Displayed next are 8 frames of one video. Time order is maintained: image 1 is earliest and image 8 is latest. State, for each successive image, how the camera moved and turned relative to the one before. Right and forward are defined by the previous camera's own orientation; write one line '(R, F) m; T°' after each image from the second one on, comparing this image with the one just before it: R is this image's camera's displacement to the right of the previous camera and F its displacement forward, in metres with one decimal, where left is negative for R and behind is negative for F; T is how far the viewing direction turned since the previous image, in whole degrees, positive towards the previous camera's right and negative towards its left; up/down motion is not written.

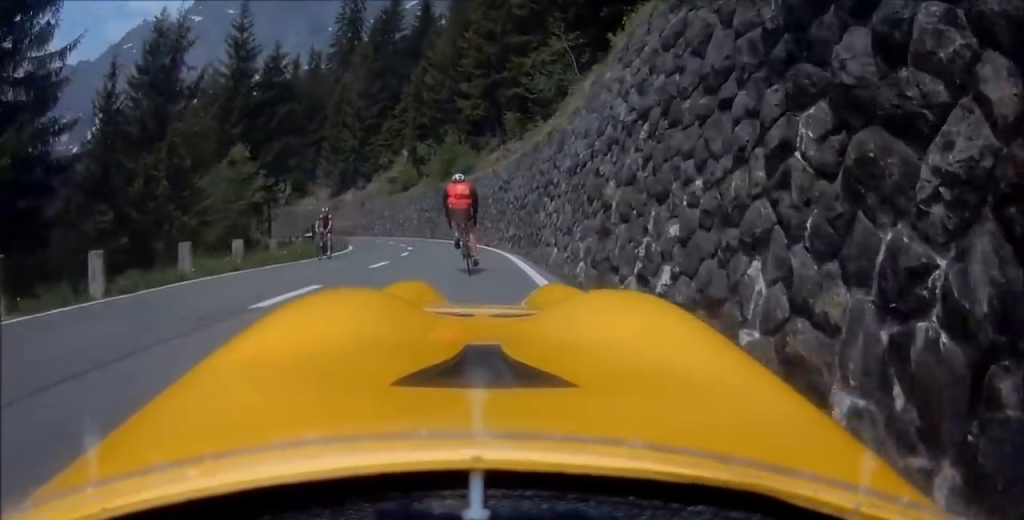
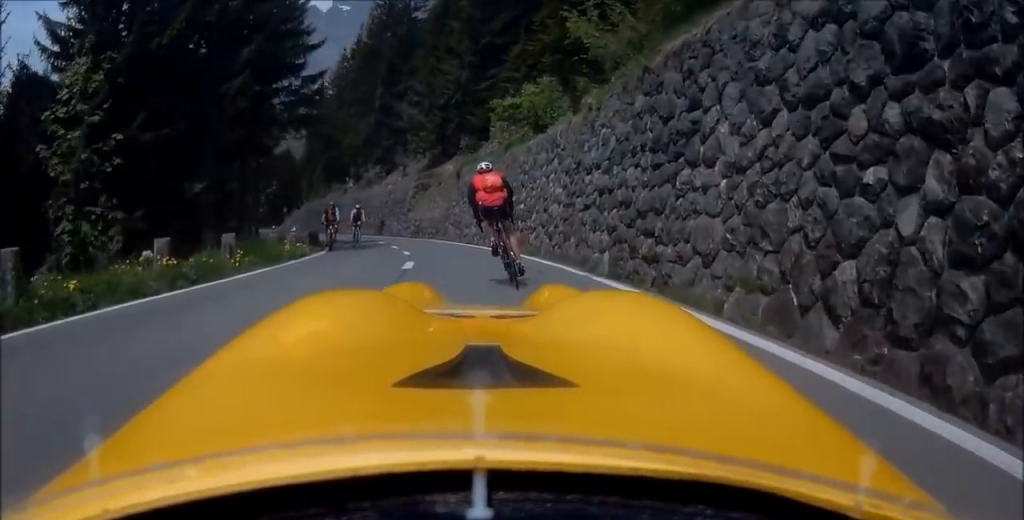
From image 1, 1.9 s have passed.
(-1.4, +32.3) m; -11°
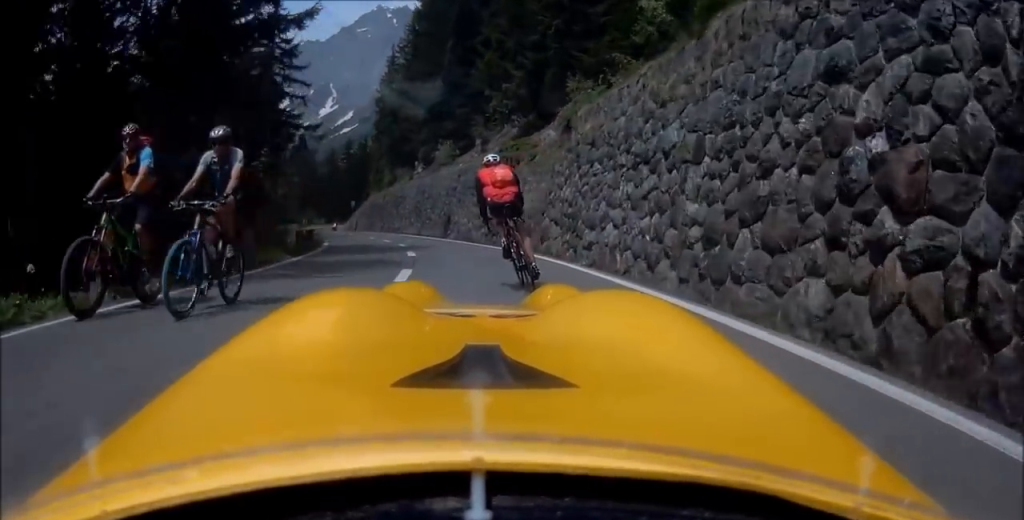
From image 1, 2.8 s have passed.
(-1.4, +15.2) m; -11°
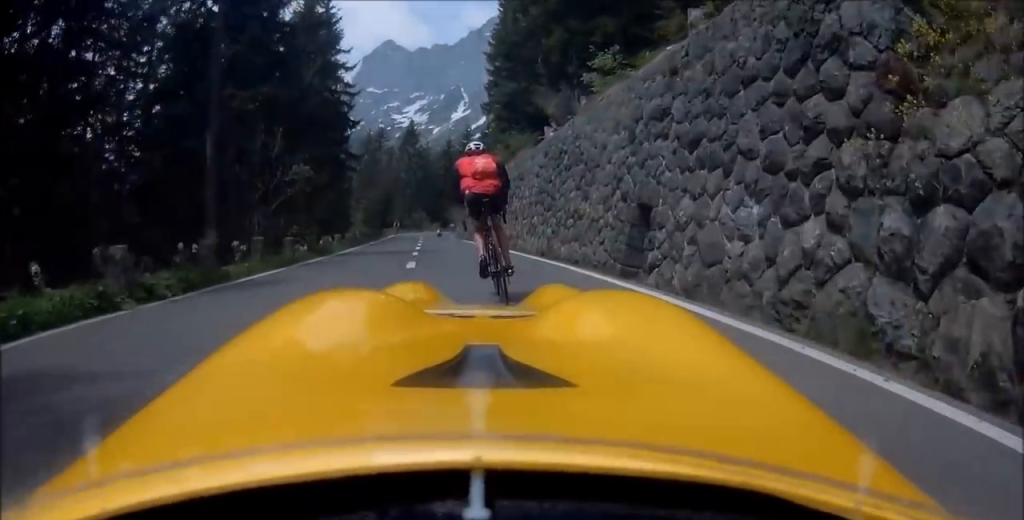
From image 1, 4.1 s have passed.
(-3.2, +22.4) m; -11°
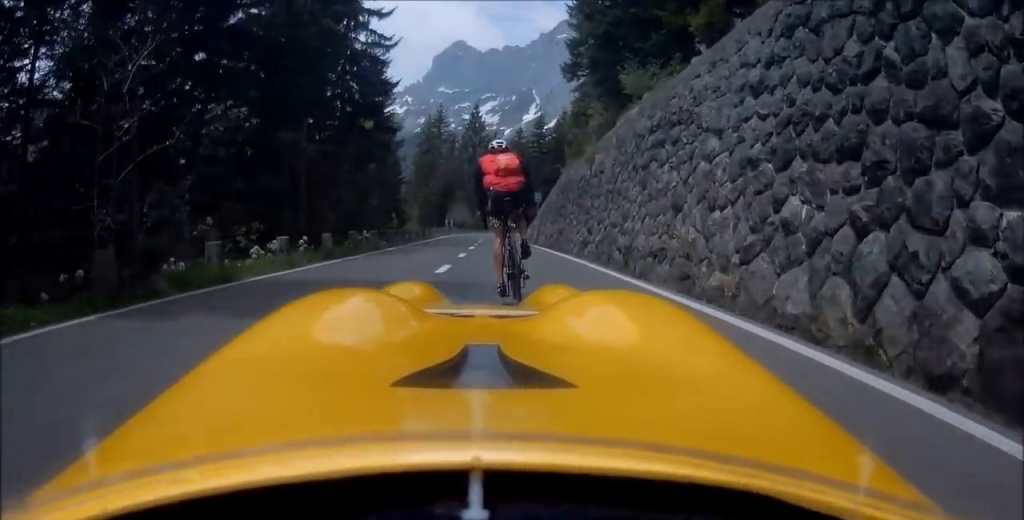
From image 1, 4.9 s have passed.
(-0.2, +14.7) m; +2°
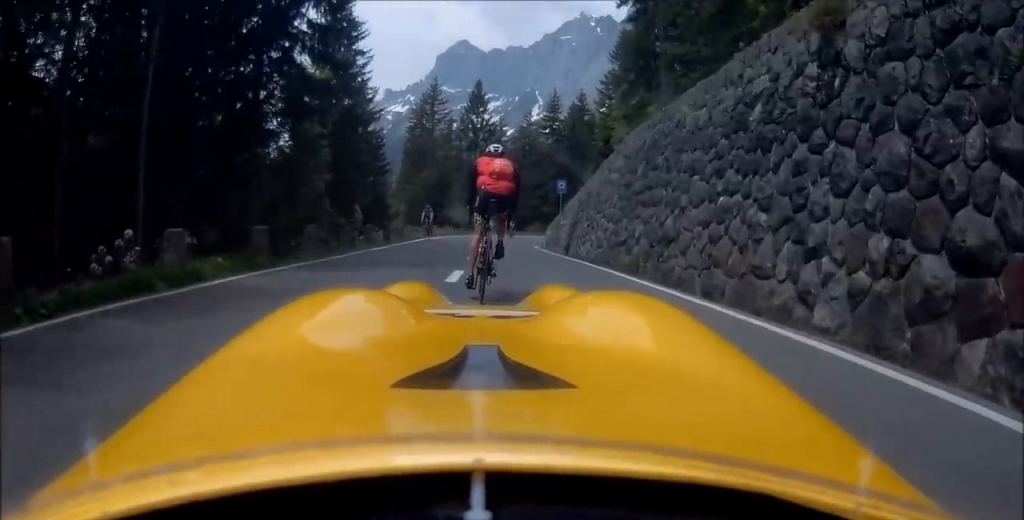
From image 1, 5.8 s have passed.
(+0.9, +16.8) m; +3°
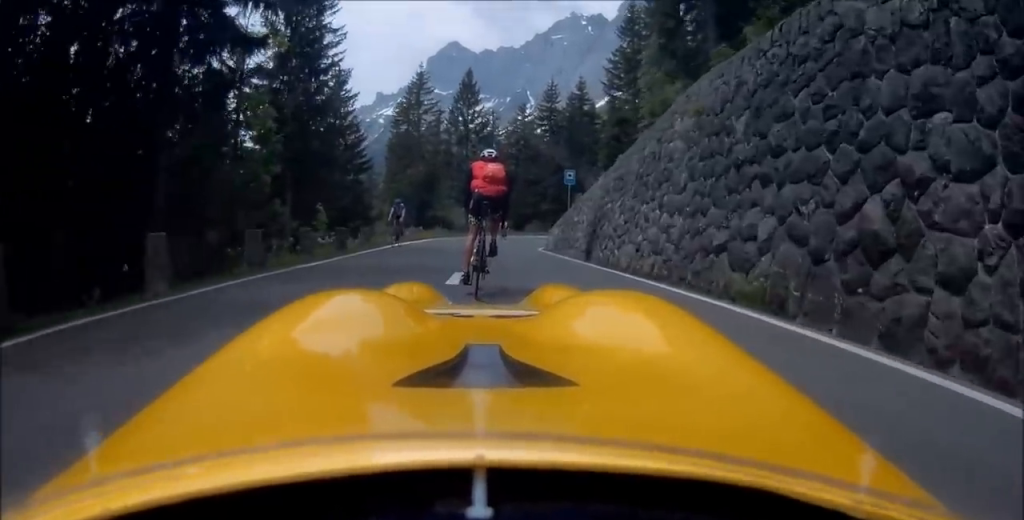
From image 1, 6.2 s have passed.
(+0.6, +7.6) m; 0°
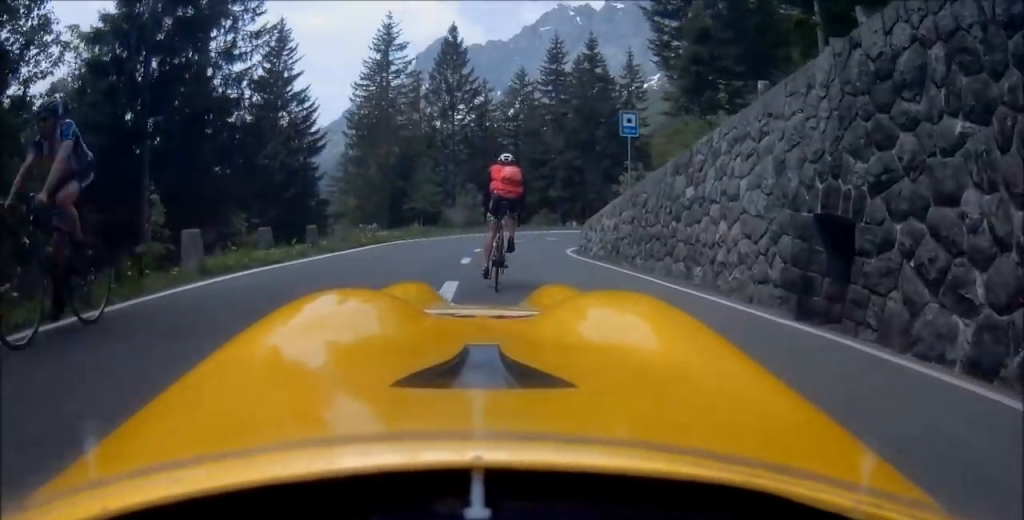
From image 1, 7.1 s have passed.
(-1.0, +16.0) m; 0°
